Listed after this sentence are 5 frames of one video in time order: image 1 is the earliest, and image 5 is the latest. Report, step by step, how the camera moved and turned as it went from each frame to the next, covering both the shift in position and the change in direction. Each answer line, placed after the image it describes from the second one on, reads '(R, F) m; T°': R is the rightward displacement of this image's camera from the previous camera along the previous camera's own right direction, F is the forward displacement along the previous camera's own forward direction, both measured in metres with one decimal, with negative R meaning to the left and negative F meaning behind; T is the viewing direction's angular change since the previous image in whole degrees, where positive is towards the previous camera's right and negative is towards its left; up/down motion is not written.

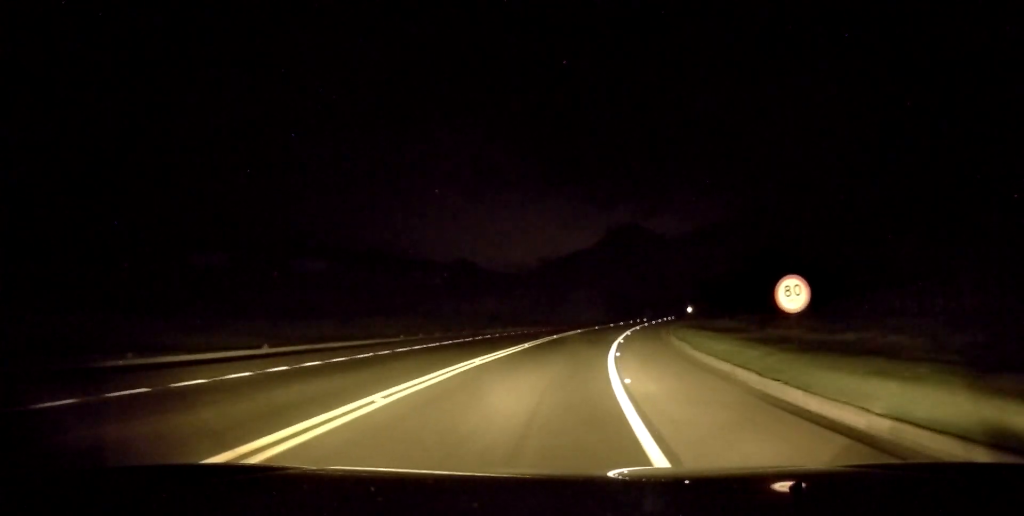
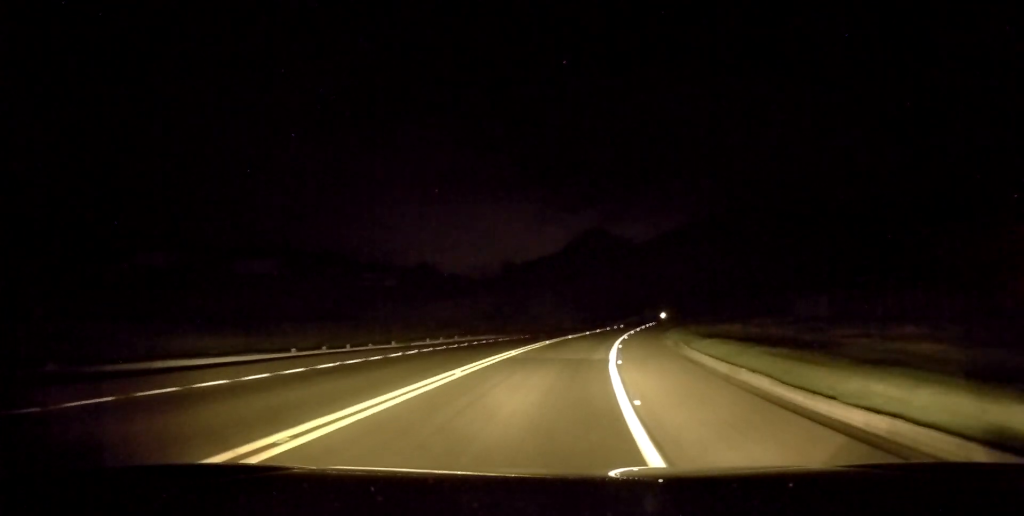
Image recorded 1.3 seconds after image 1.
(0.0, +11.5) m; +4°
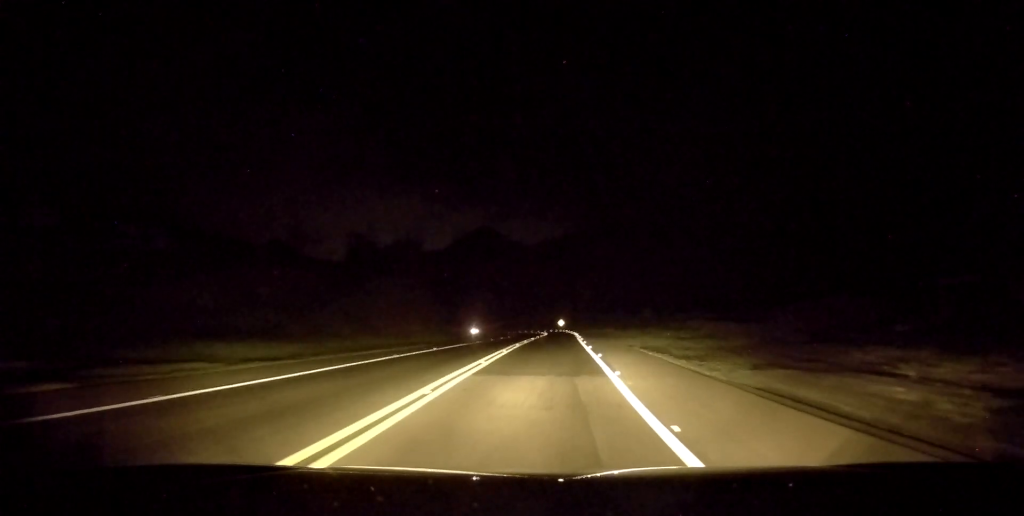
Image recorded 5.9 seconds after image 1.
(+4.7, +42.5) m; +9°
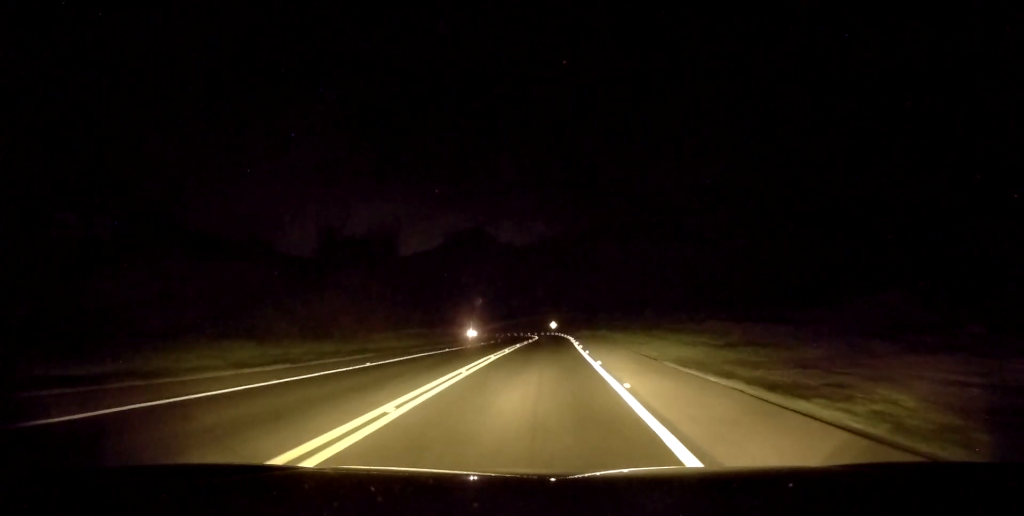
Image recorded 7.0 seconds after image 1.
(0.0, +10.3) m; +1°
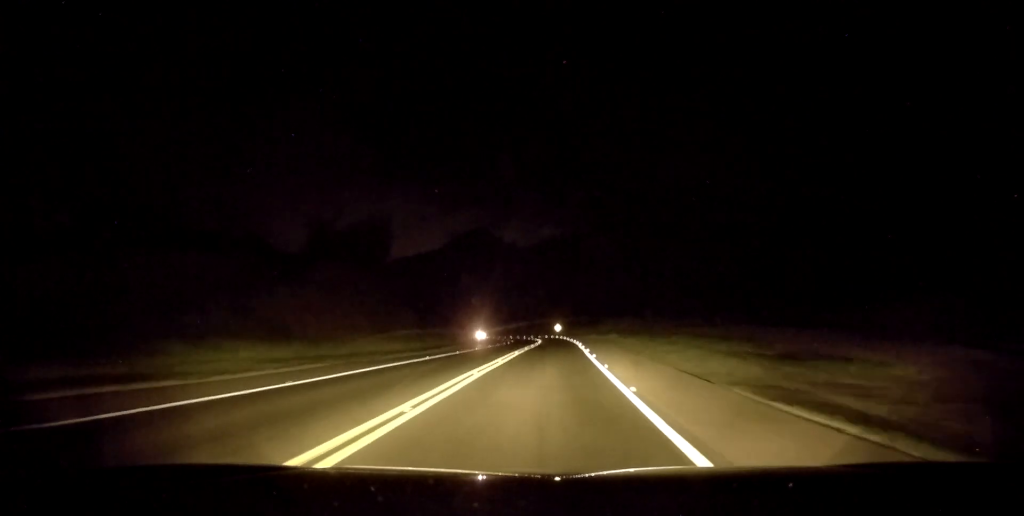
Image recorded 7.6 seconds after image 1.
(0.0, +6.9) m; +1°
